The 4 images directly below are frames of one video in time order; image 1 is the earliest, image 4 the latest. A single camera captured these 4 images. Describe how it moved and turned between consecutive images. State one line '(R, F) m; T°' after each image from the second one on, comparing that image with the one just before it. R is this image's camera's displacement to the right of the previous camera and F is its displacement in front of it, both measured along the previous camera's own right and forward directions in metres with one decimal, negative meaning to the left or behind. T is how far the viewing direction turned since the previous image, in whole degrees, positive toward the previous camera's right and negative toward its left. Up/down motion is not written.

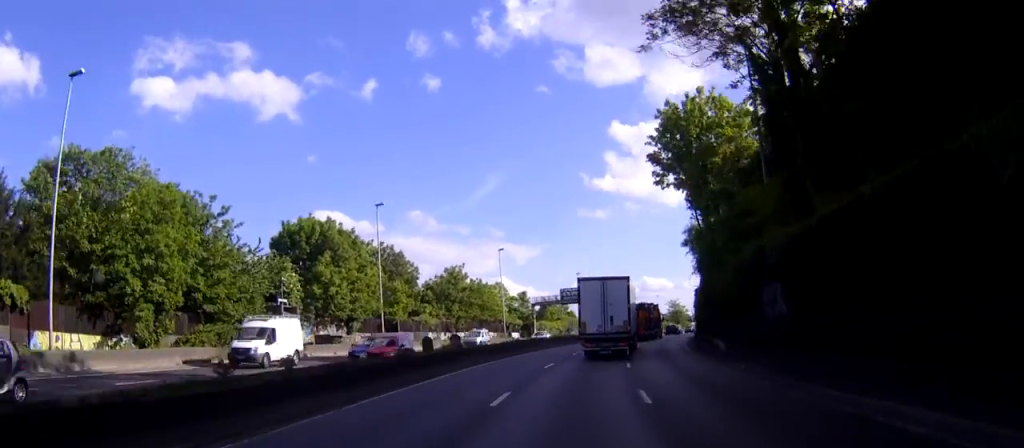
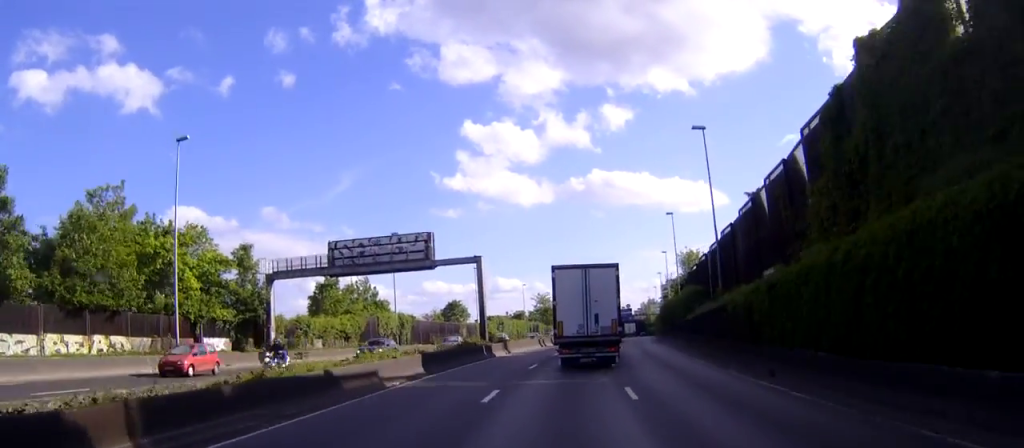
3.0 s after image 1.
(+8.0, +66.5) m; +15°
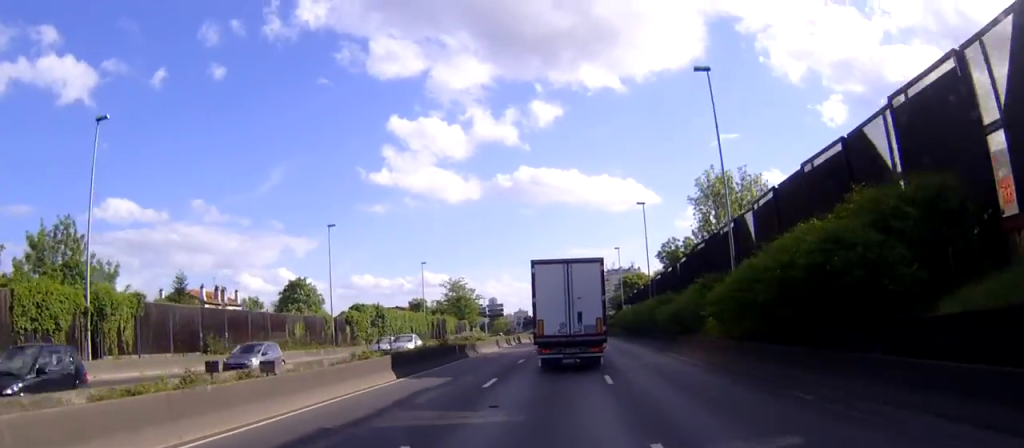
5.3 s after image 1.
(+3.3, +49.7) m; +6°
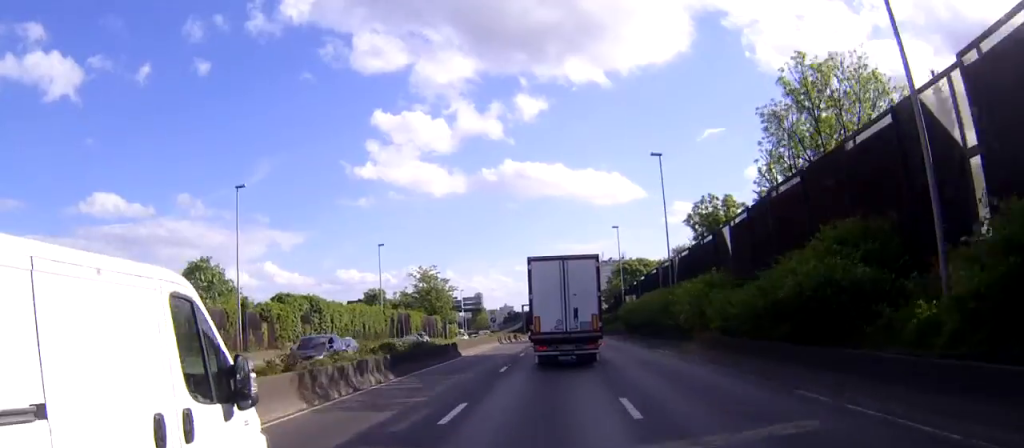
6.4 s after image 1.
(+0.2, +21.1) m; +1°
